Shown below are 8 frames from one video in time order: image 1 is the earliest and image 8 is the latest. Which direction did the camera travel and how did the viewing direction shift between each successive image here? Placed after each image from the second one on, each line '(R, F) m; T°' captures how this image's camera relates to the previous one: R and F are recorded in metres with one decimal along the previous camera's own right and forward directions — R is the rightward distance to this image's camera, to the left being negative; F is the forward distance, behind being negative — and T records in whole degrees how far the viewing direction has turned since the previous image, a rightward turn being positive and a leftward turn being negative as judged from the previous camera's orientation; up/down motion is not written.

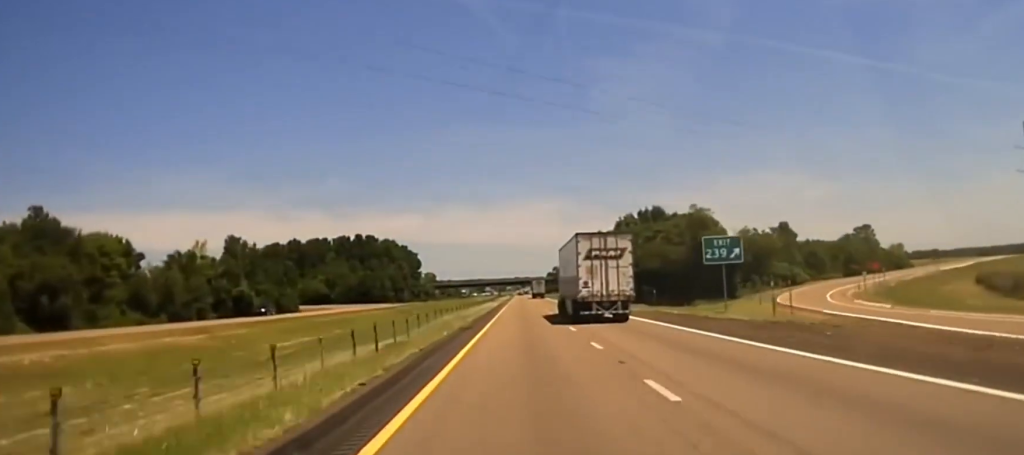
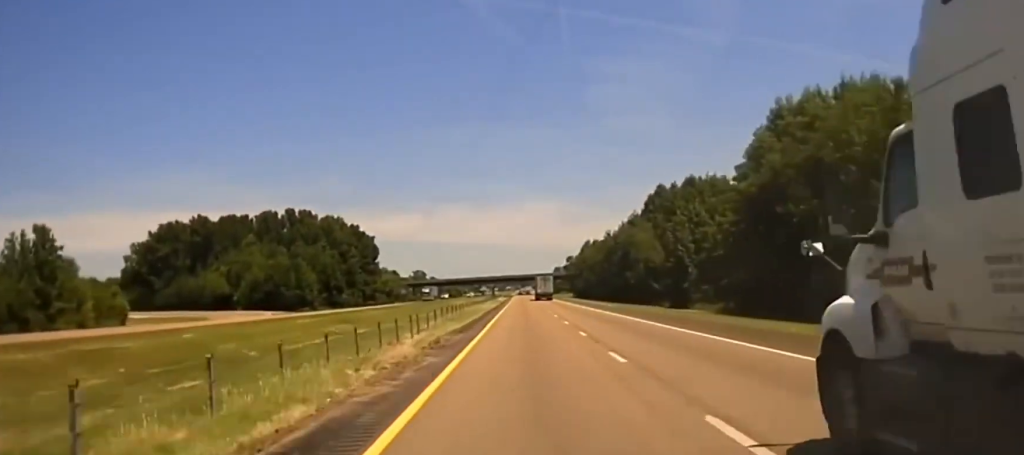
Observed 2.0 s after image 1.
(+0.4, +113.9) m; 0°
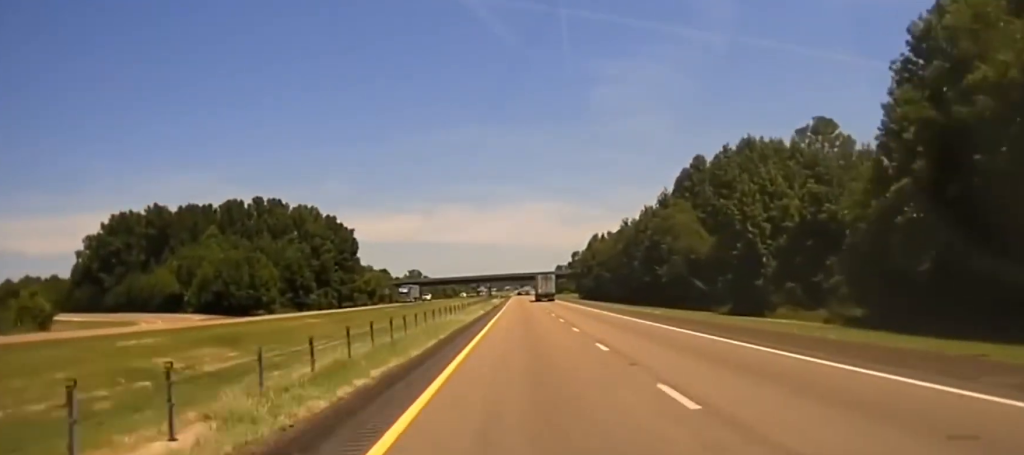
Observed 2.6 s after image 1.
(0.0, +32.3) m; 0°
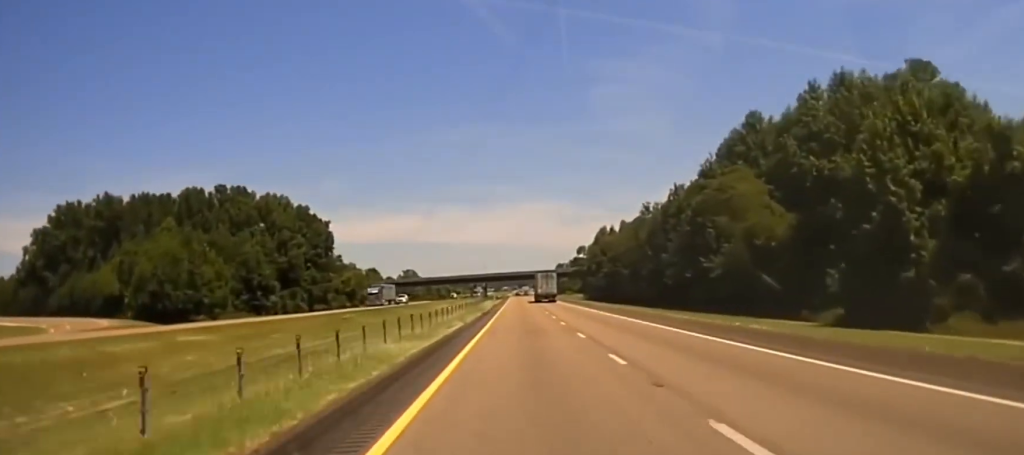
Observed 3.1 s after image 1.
(0.0, +28.5) m; 0°
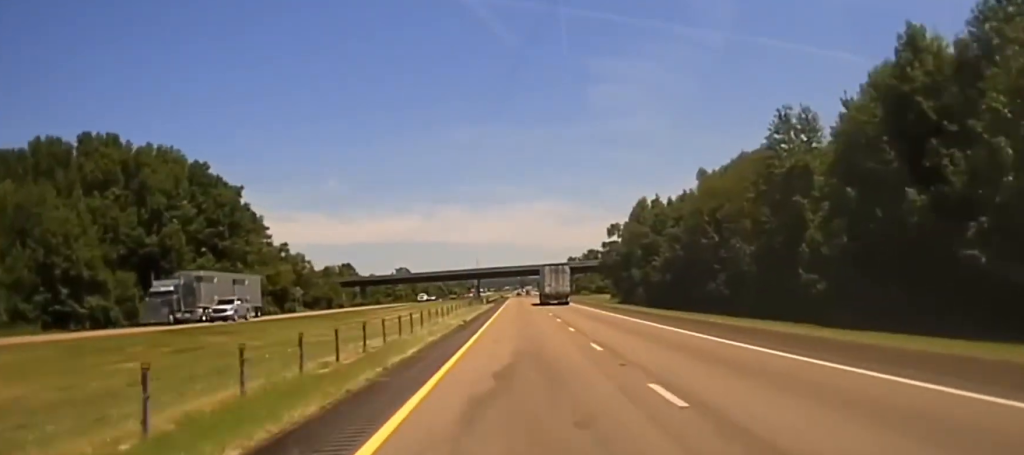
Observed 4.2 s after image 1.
(-0.2, +66.6) m; 0°
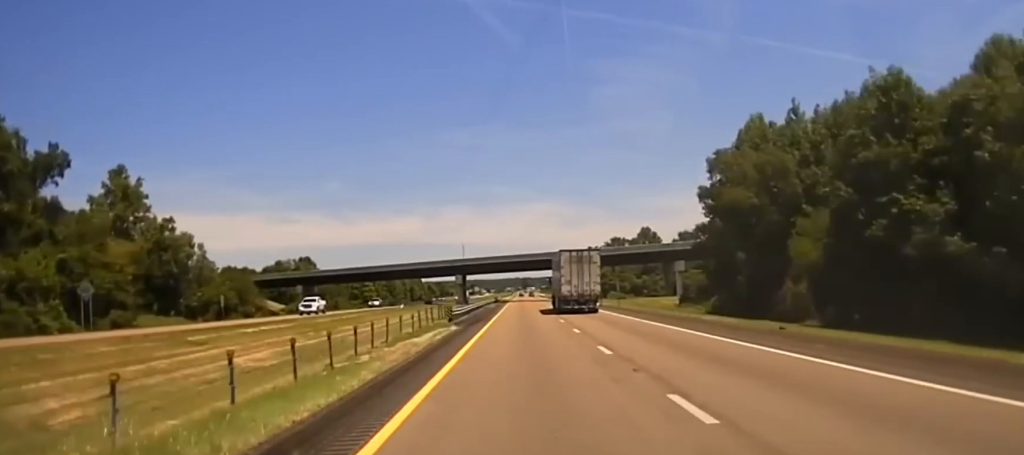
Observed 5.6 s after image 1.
(0.0, +76.4) m; 0°
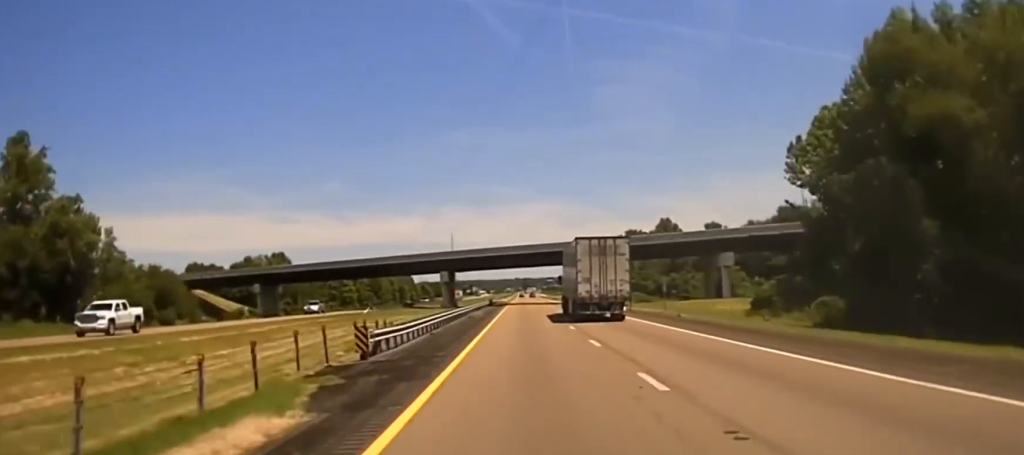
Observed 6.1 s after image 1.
(-0.1, +30.6) m; 0°
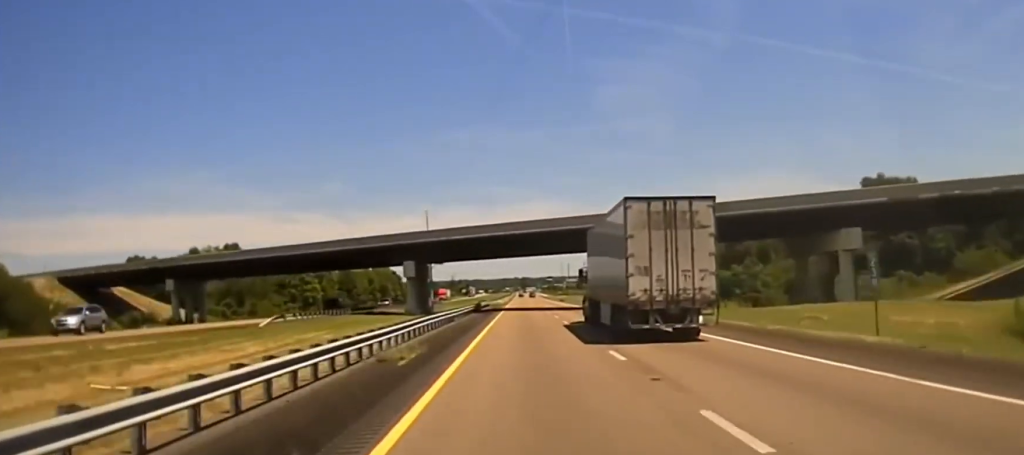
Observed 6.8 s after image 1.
(-0.3, +42.1) m; 0°
